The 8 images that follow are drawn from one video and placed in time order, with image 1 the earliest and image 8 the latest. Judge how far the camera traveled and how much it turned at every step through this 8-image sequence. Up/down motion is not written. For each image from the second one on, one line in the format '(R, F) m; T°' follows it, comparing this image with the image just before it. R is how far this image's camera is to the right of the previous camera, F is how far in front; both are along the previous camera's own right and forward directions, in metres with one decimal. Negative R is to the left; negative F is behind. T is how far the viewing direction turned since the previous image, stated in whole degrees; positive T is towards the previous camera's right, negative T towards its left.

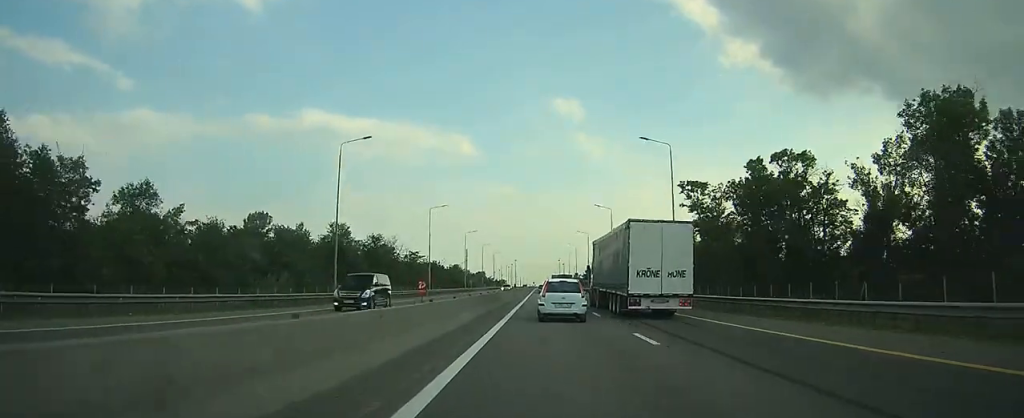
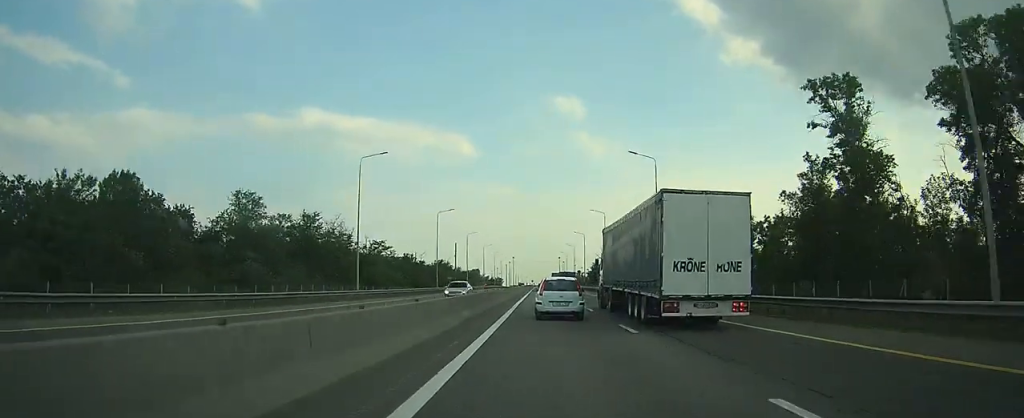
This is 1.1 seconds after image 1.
(0.0, +33.6) m; 0°
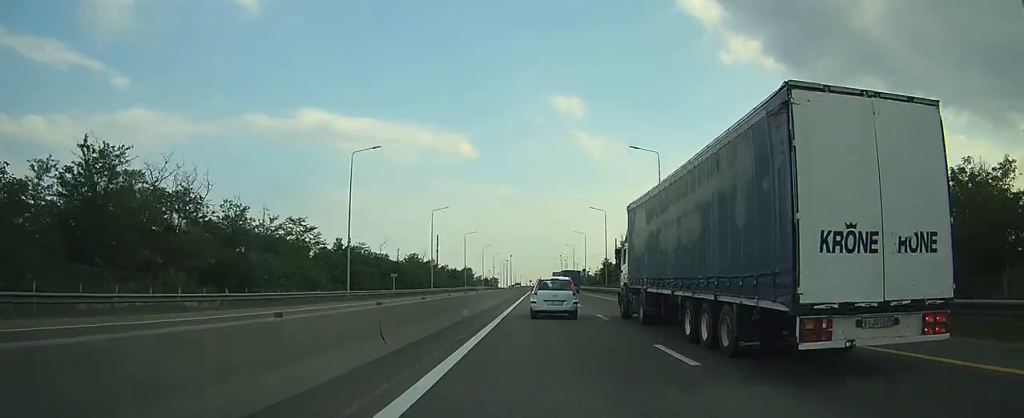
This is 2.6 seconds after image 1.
(+0.2, +43.2) m; 0°
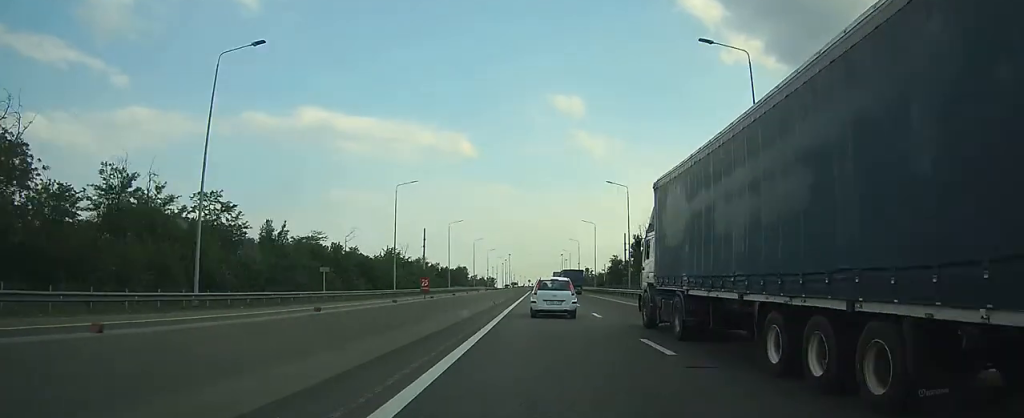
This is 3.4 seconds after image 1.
(0.0, +23.2) m; 0°
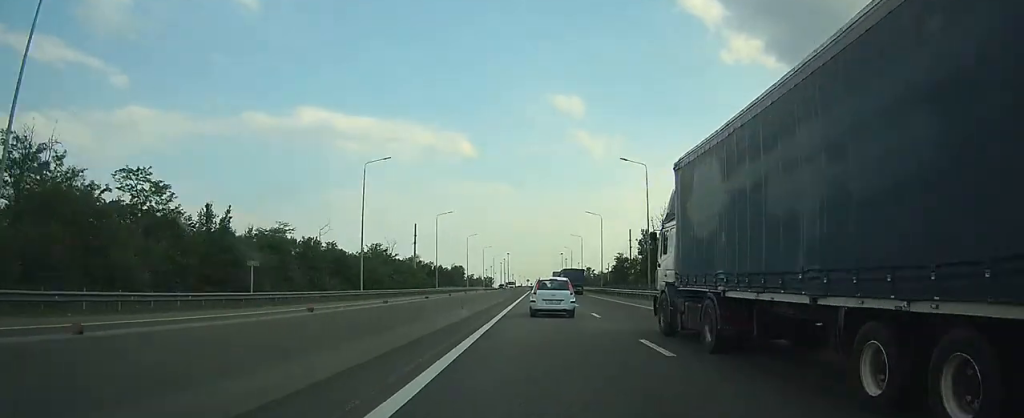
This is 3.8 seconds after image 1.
(0.0, +12.5) m; 0°
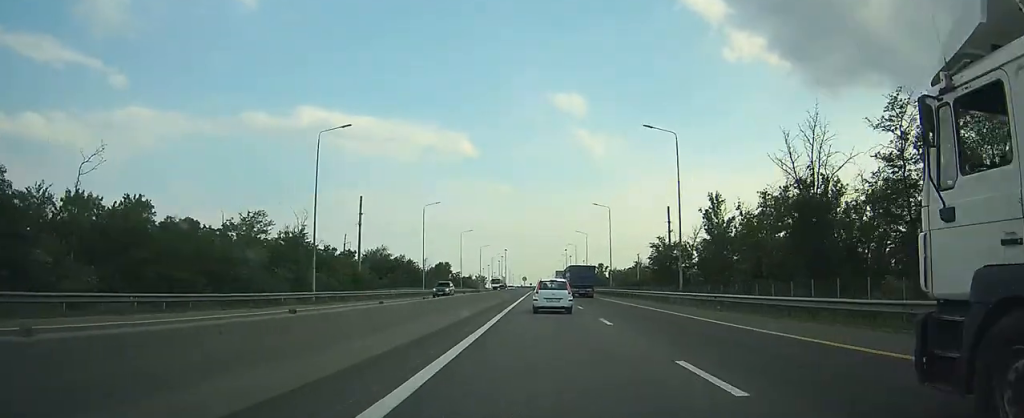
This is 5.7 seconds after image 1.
(-0.4, +53.3) m; -1°
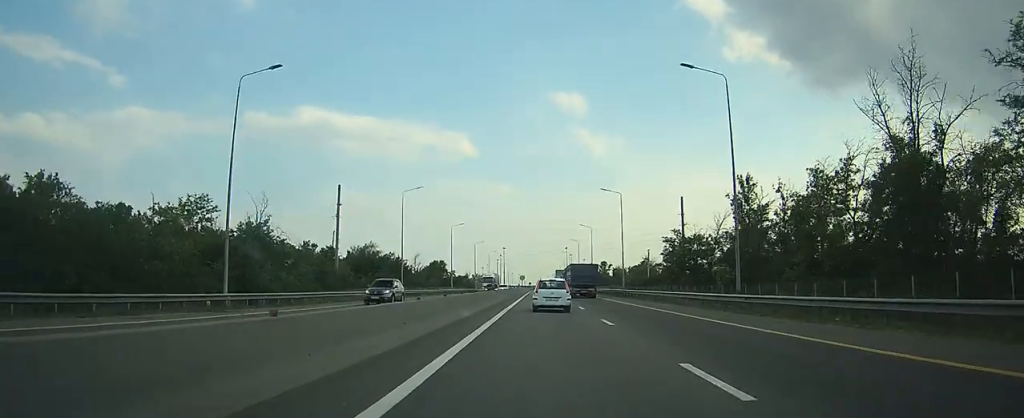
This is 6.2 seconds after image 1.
(0.0, +12.7) m; 0°
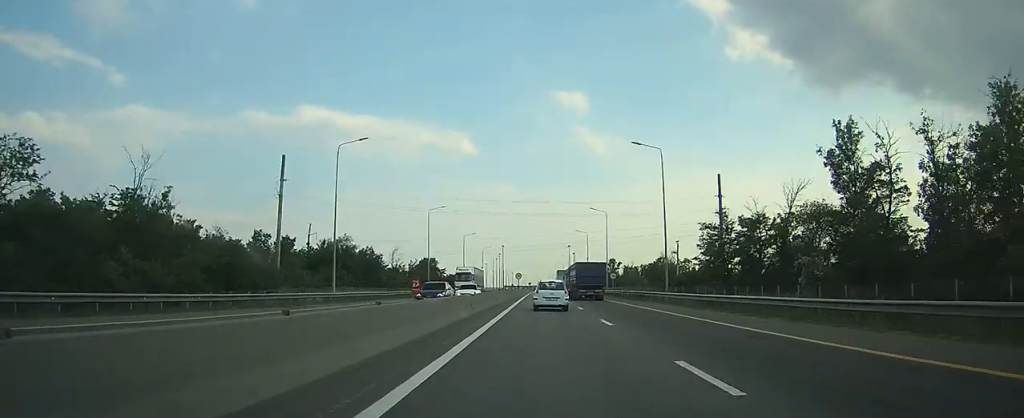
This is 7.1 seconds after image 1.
(0.0, +24.2) m; 0°
